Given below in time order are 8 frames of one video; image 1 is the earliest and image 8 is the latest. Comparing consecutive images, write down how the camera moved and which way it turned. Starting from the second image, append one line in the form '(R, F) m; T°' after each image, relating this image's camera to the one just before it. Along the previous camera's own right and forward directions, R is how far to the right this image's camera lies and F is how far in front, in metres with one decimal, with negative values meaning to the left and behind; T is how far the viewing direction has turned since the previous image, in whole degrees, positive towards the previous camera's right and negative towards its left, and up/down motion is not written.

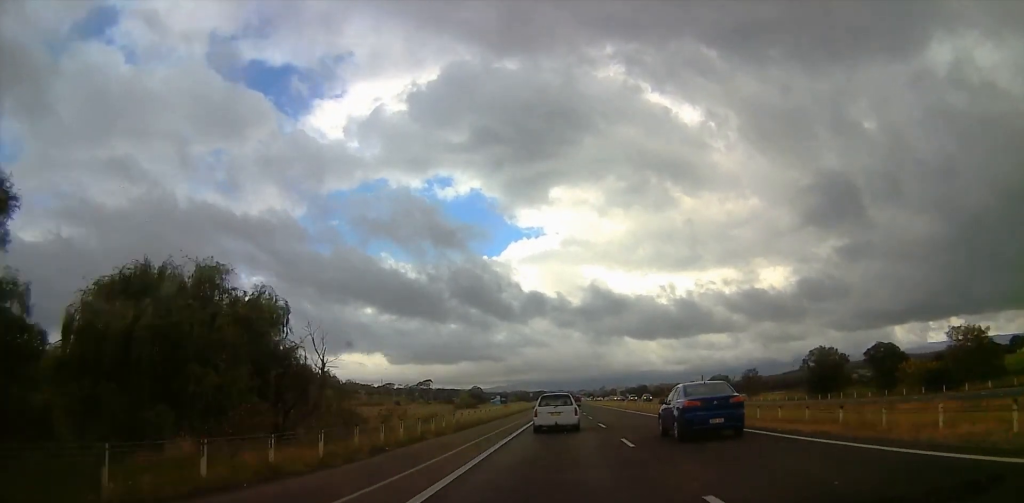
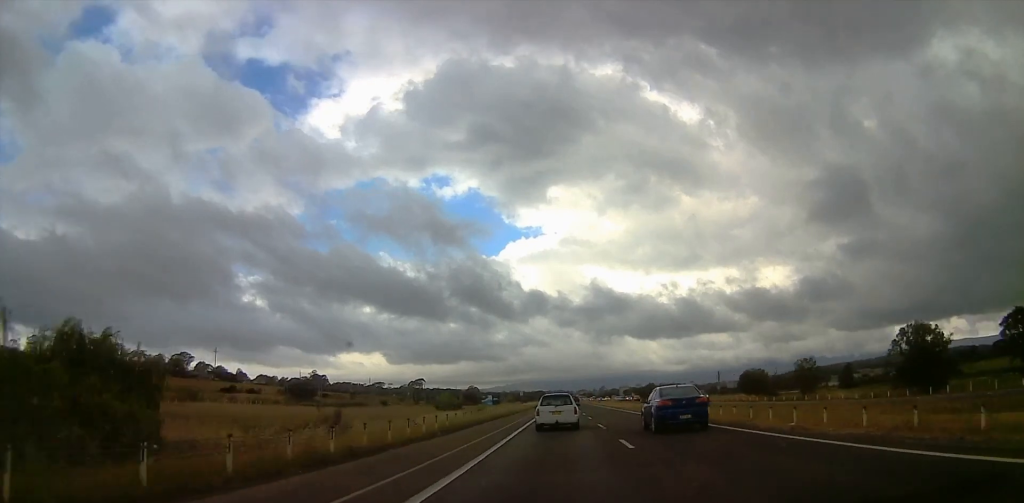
(-0.1, +24.5) m; -1°
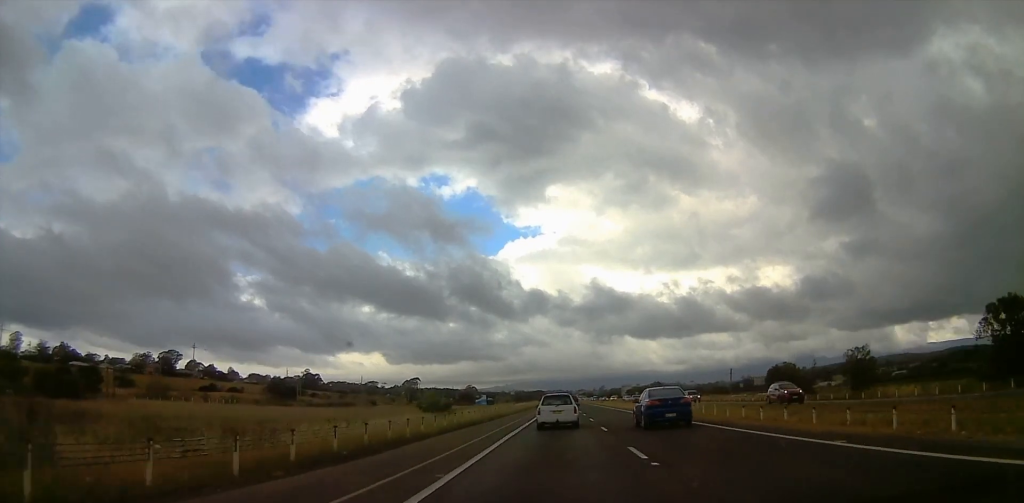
(-0.3, +15.0) m; 0°
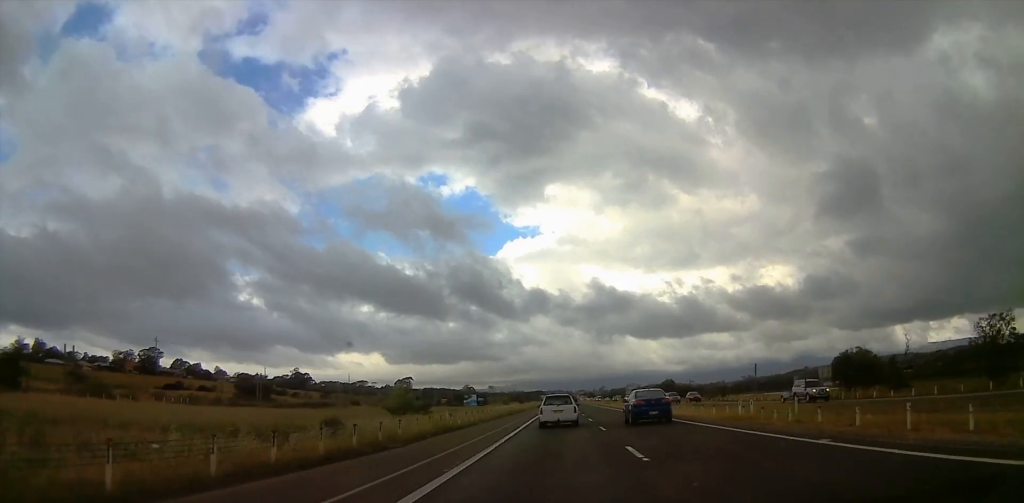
(+0.1, +23.3) m; +1°
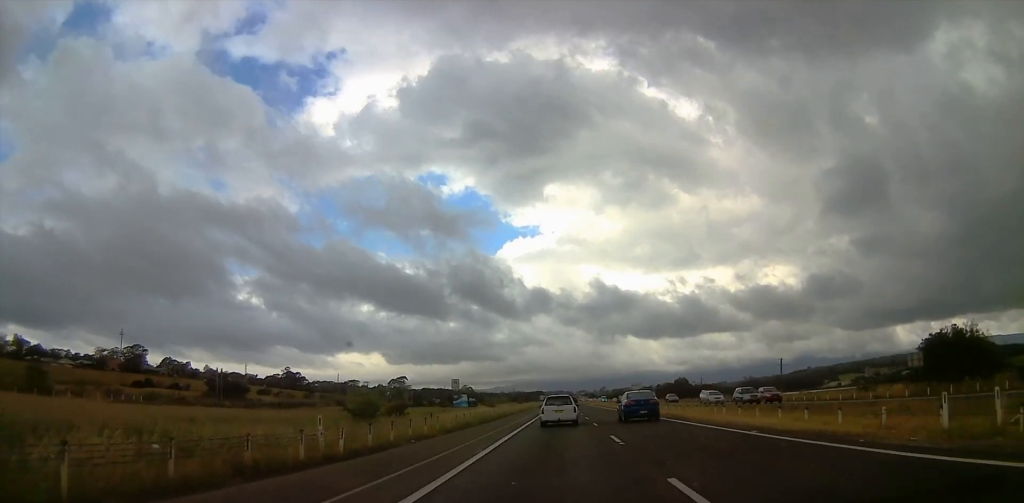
(+0.2, +18.6) m; 0°
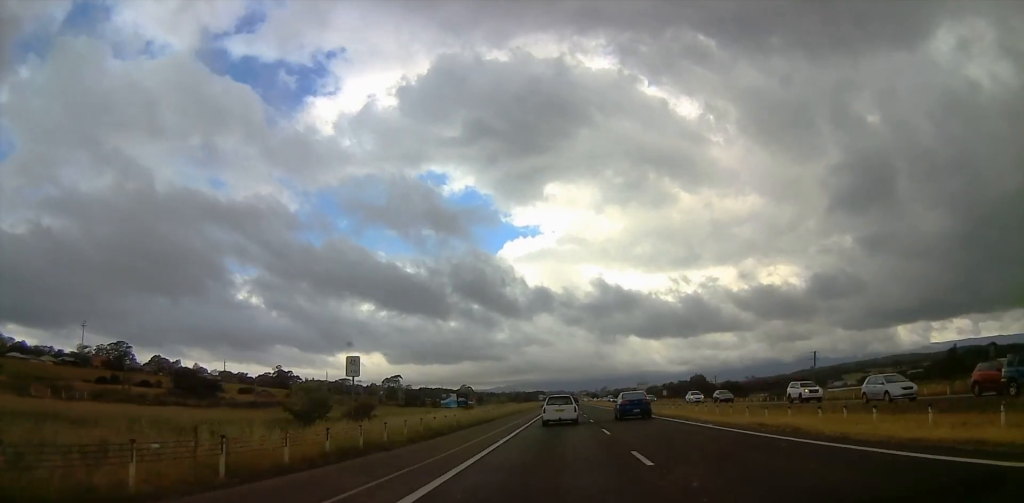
(0.0, +18.5) m; -1°
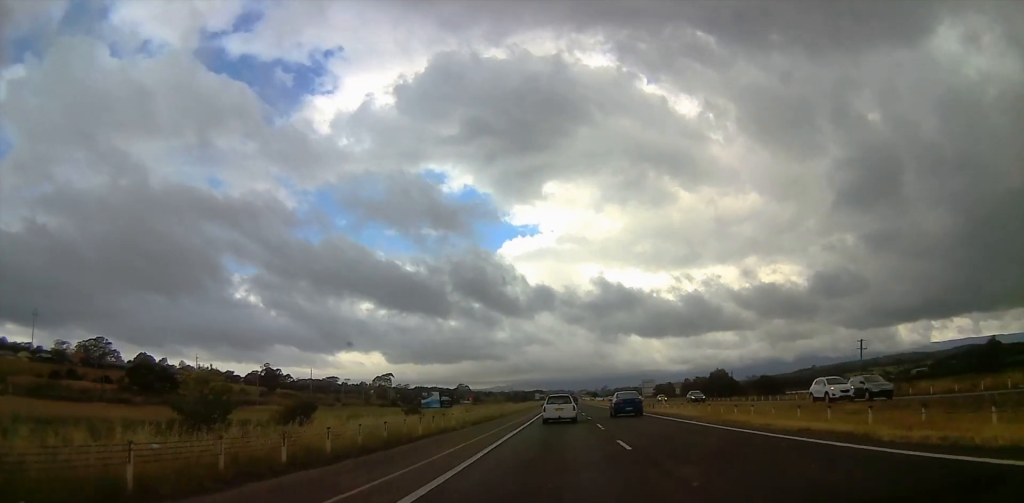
(-0.5, +20.4) m; 0°
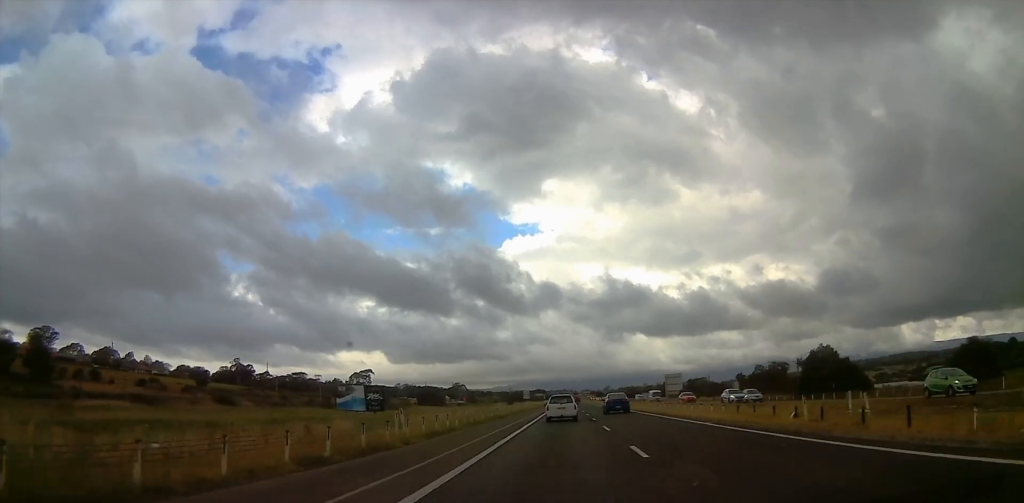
(+1.1, +49.3) m; 0°
